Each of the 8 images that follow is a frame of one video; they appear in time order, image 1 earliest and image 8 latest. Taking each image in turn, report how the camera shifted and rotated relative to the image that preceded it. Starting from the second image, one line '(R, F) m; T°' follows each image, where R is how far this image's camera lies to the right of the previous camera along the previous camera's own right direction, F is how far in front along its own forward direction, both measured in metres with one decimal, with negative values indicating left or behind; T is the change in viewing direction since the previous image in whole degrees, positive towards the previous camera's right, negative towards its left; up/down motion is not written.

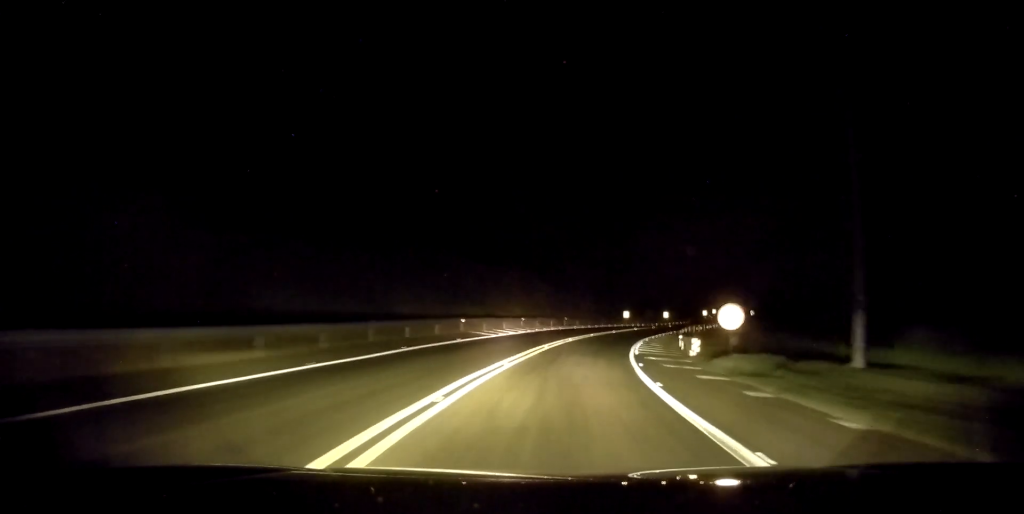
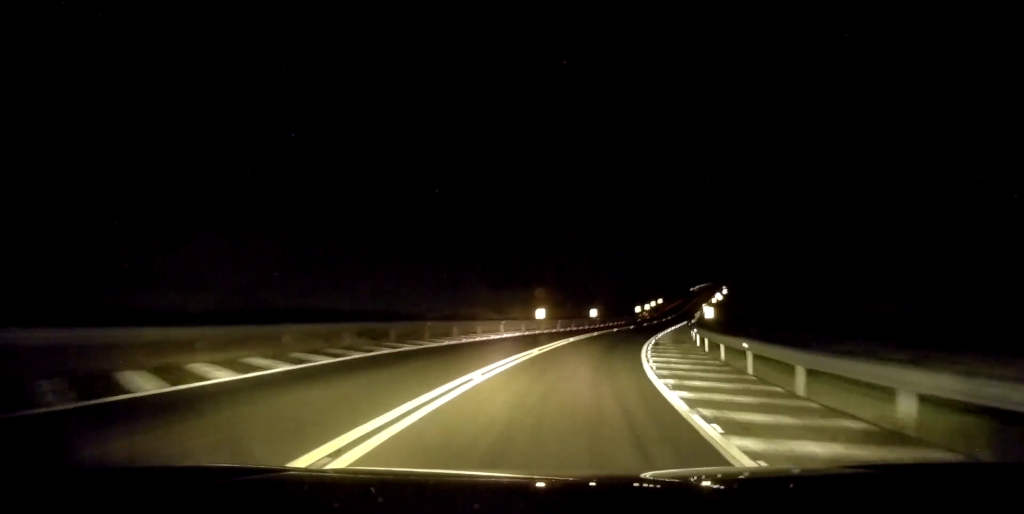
(+1.8, +29.7) m; +9°
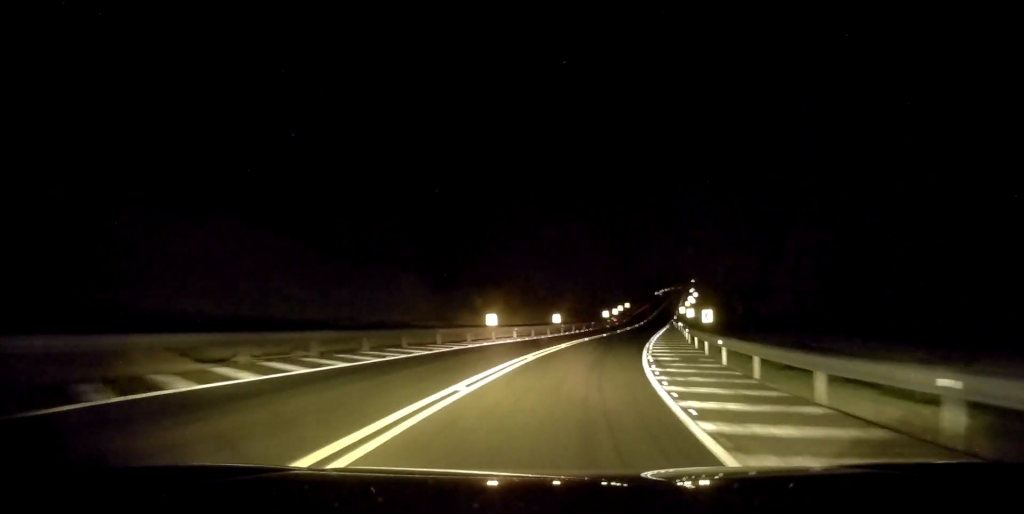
(0.0, +10.0) m; +4°
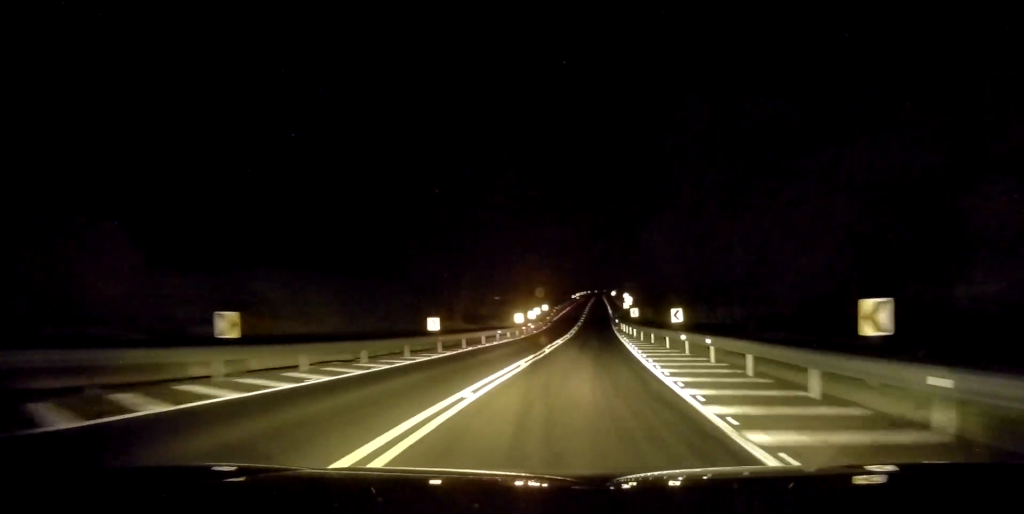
(+2.3, +24.4) m; +9°
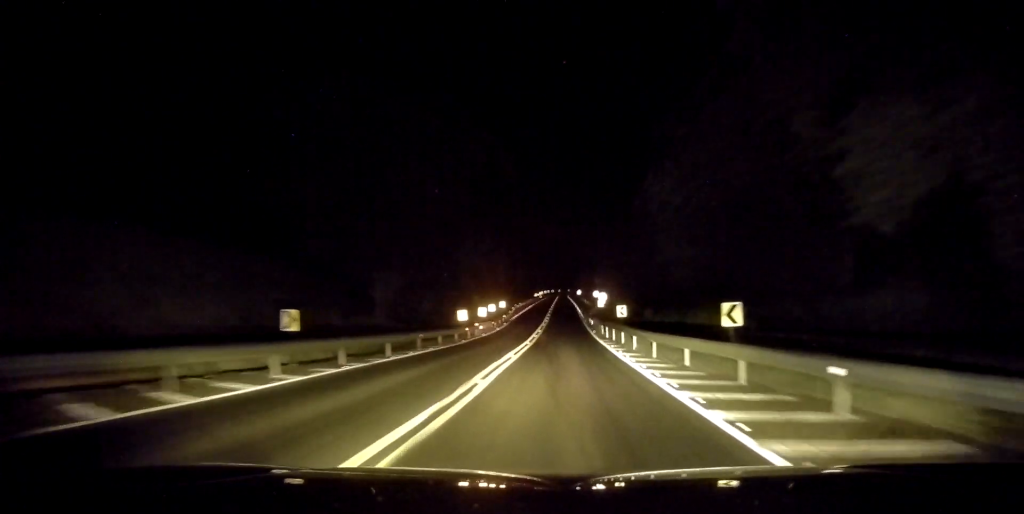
(+0.6, +13.8) m; +4°
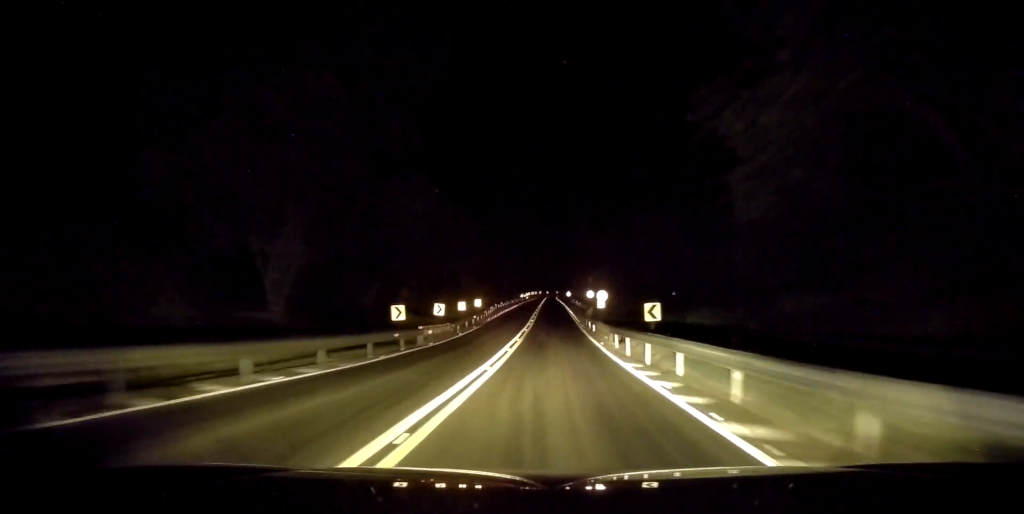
(+0.5, +14.0) m; +1°
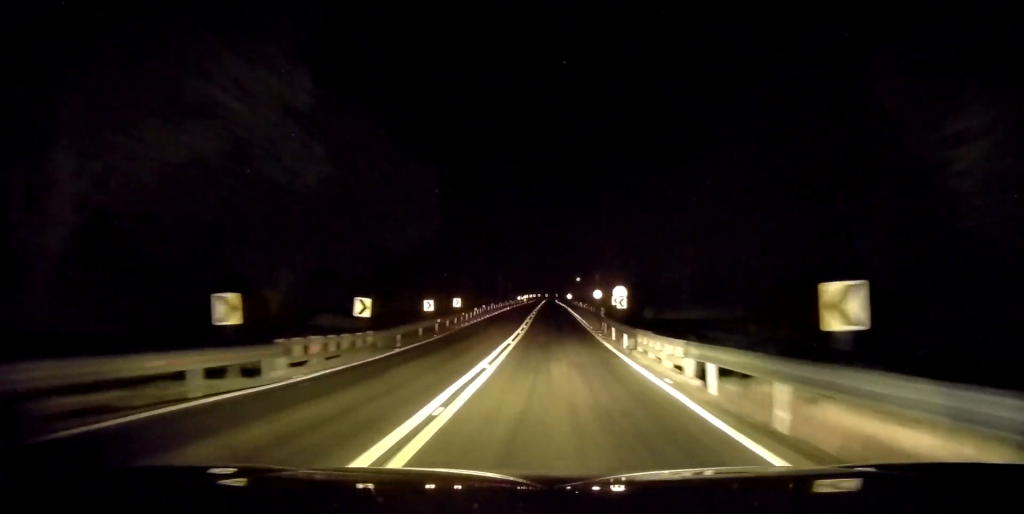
(-0.3, +14.0) m; 0°
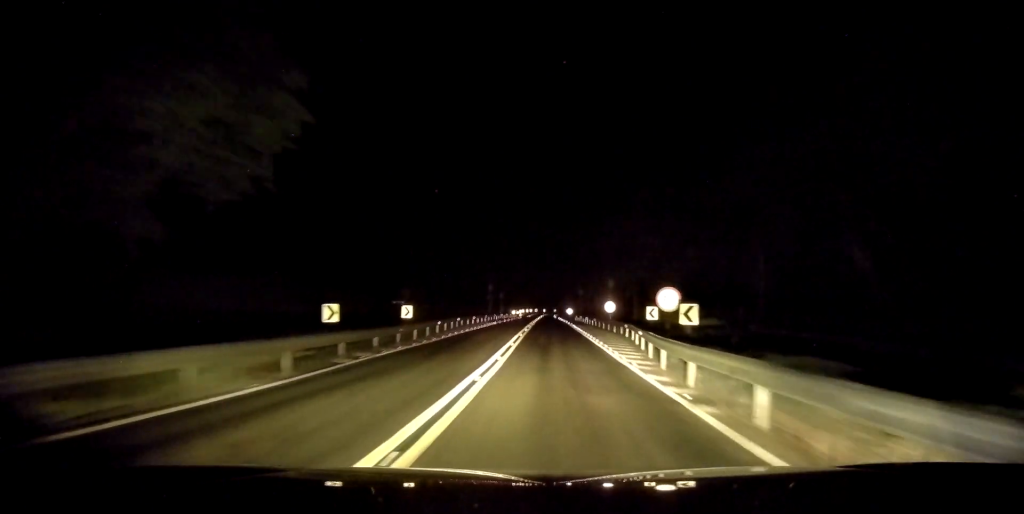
(+0.5, +17.8) m; +2°
